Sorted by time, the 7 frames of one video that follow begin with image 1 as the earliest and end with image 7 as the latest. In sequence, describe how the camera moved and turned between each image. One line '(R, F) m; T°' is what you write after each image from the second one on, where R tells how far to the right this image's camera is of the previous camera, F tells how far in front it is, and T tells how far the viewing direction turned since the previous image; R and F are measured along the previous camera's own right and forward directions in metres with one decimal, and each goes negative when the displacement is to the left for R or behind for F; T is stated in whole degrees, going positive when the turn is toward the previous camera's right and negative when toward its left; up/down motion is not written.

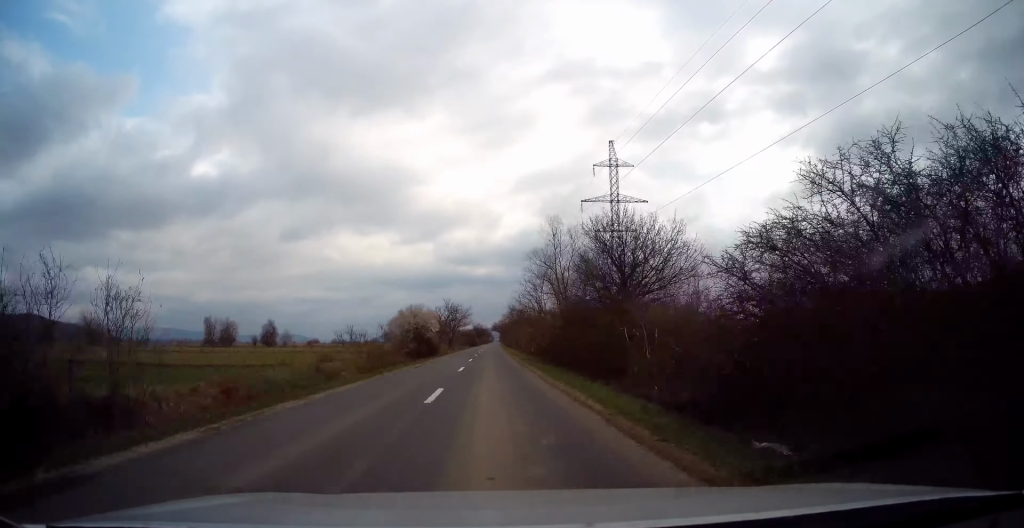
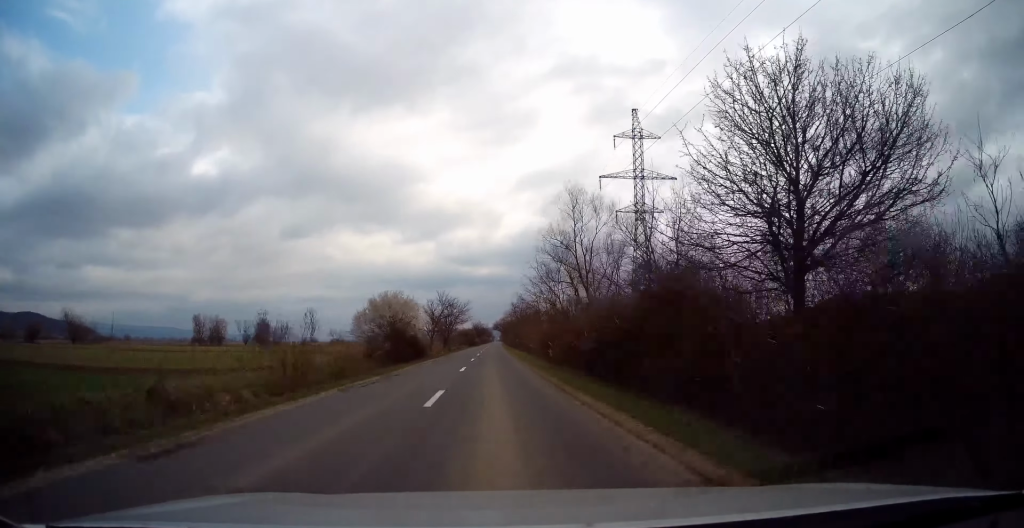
(-0.1, +12.0) m; 0°
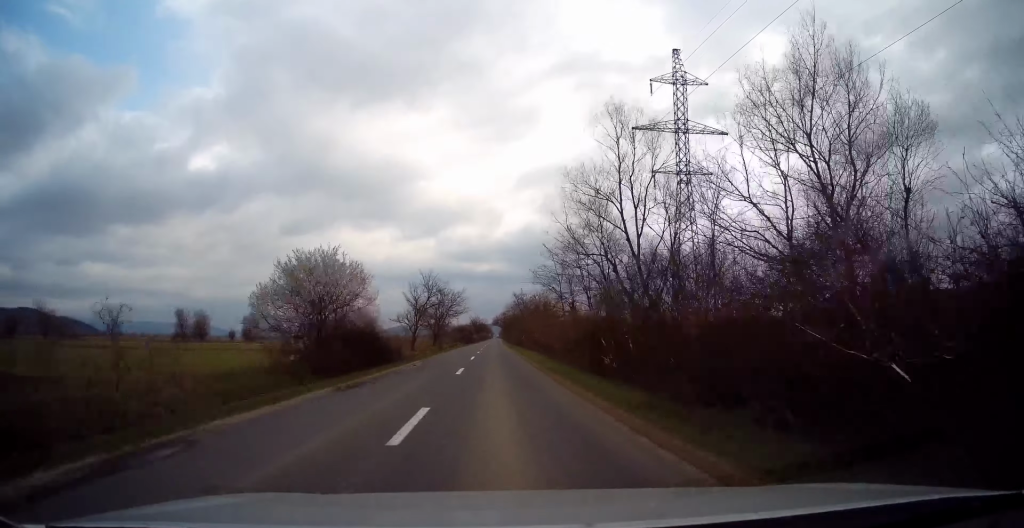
(0.0, +15.5) m; +1°
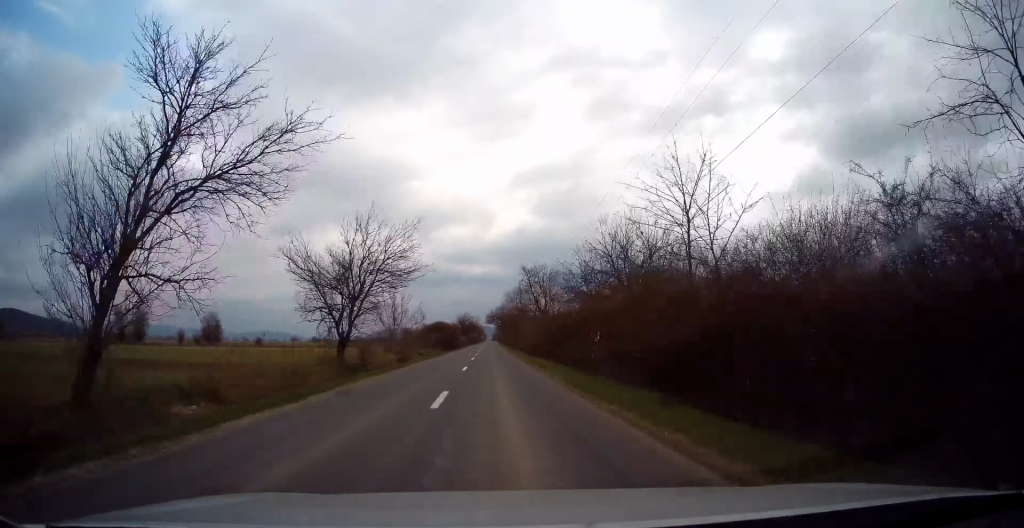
(+0.7, +44.1) m; +1°
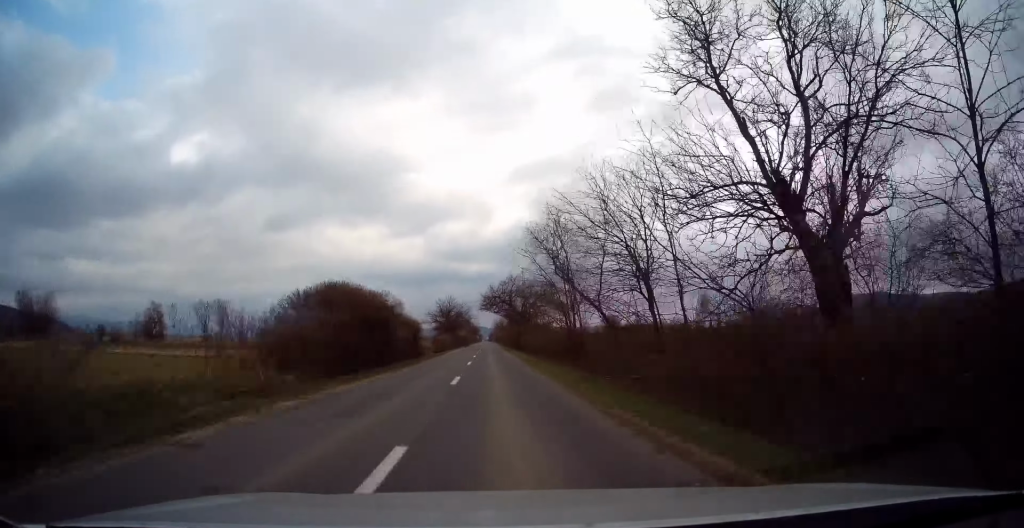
(-0.2, +56.1) m; 0°
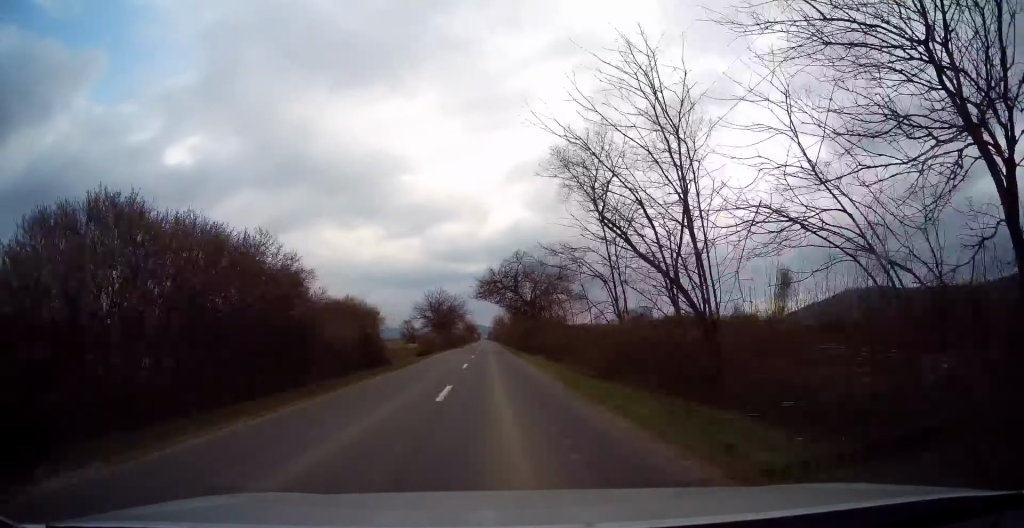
(0.0, +16.6) m; 0°
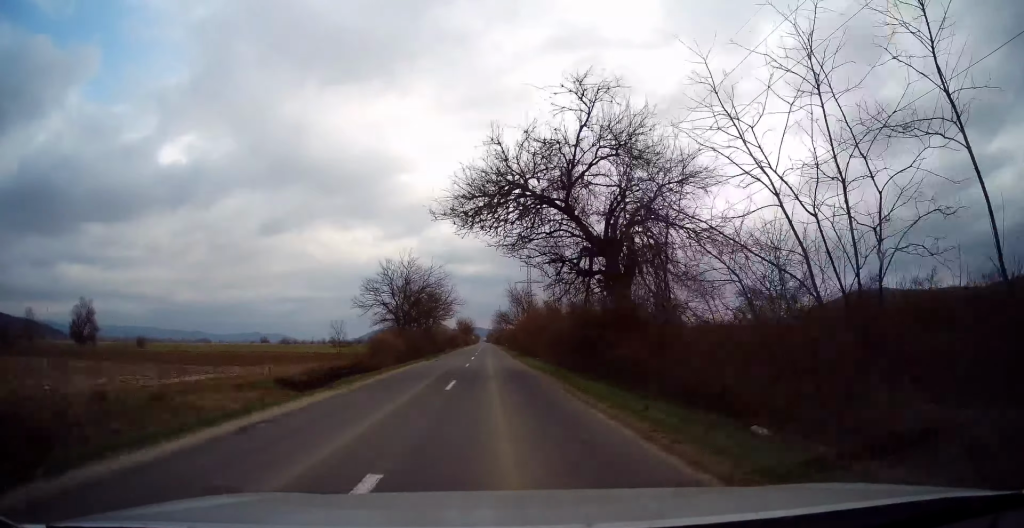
(0.0, +32.9) m; 0°
